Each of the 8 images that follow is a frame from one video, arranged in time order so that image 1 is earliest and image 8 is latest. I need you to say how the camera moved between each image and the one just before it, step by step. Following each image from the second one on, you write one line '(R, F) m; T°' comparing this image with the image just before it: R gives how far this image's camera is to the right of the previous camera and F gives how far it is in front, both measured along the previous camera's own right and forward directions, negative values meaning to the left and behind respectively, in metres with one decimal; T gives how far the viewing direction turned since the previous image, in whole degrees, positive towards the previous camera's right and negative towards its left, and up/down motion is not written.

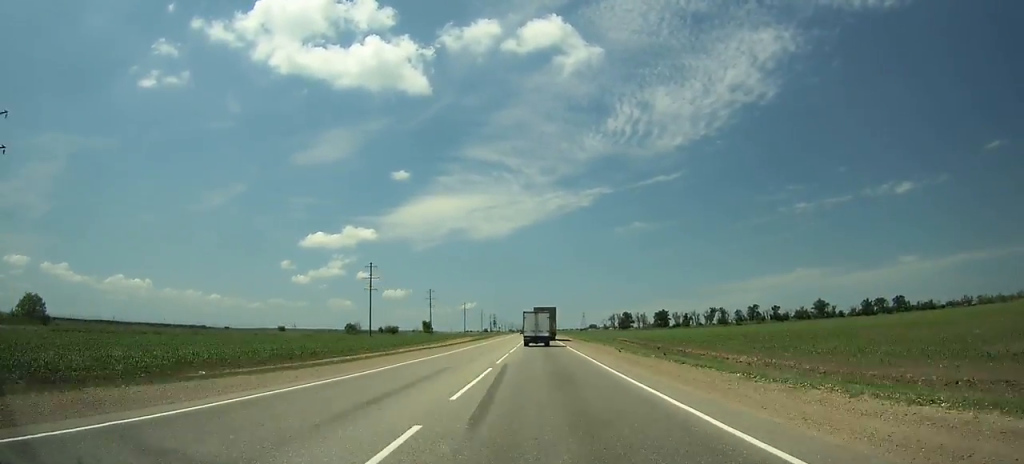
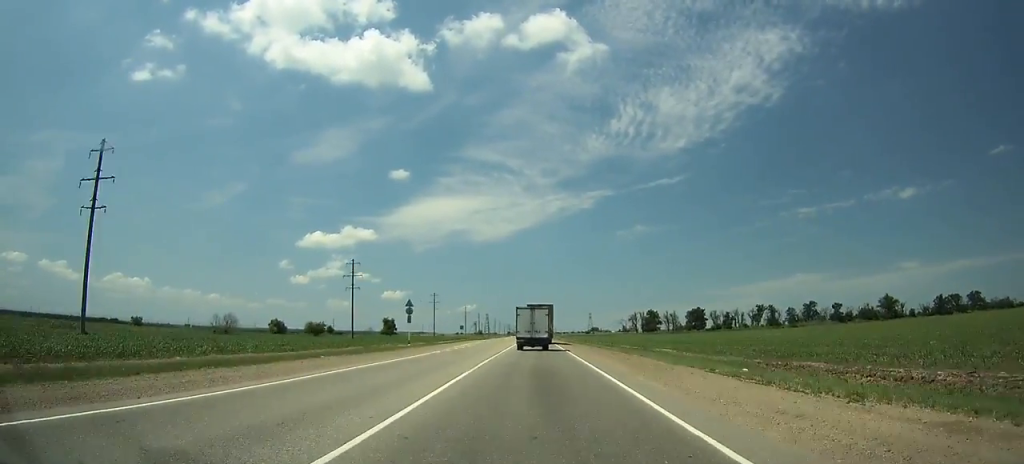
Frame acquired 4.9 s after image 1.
(+0.4, +104.2) m; 0°
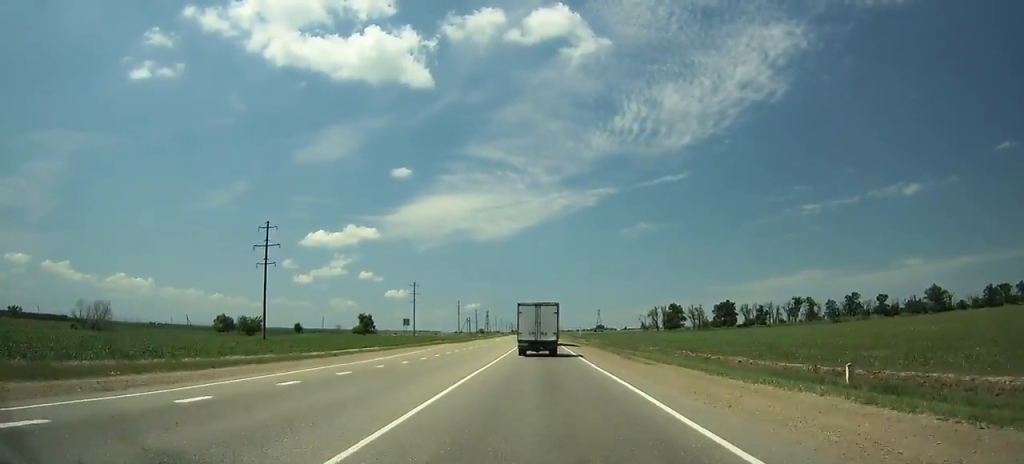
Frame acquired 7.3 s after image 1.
(0.0, +50.5) m; 0°
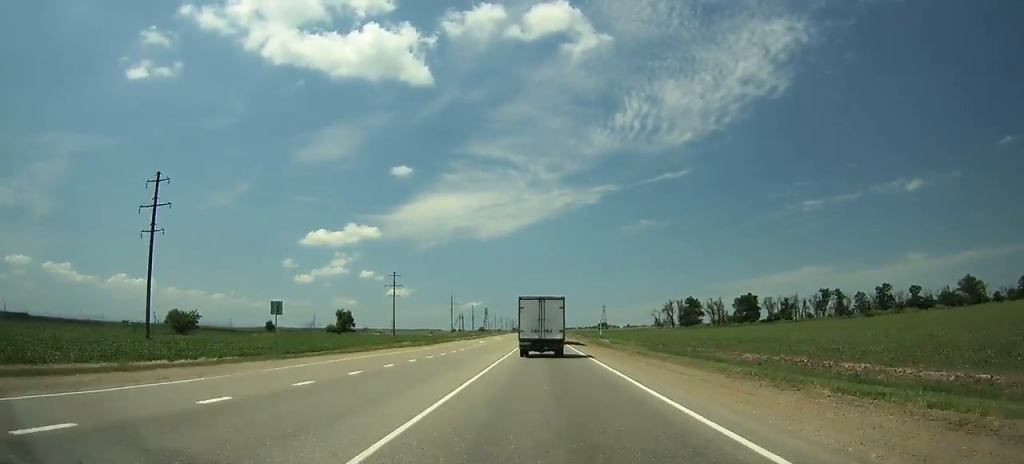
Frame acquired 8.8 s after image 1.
(-0.1, +30.6) m; 0°
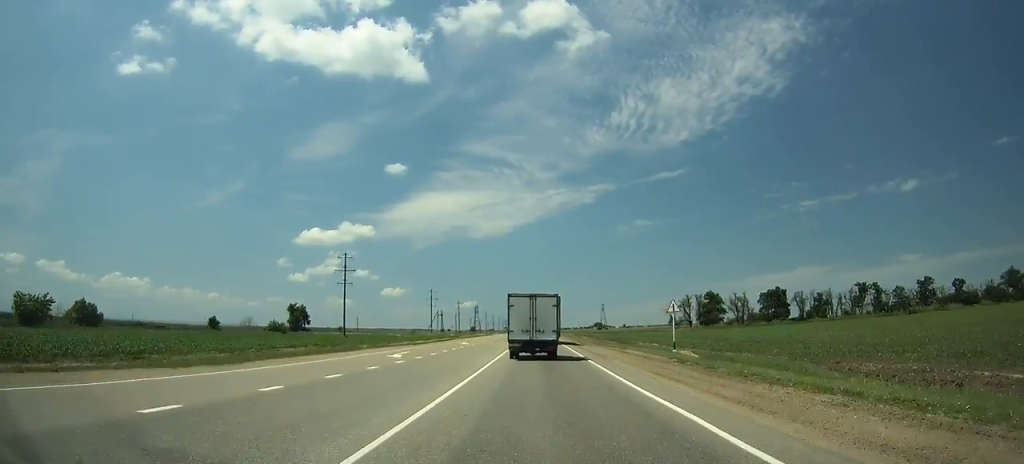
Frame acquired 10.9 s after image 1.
(+0.1, +40.6) m; 0°
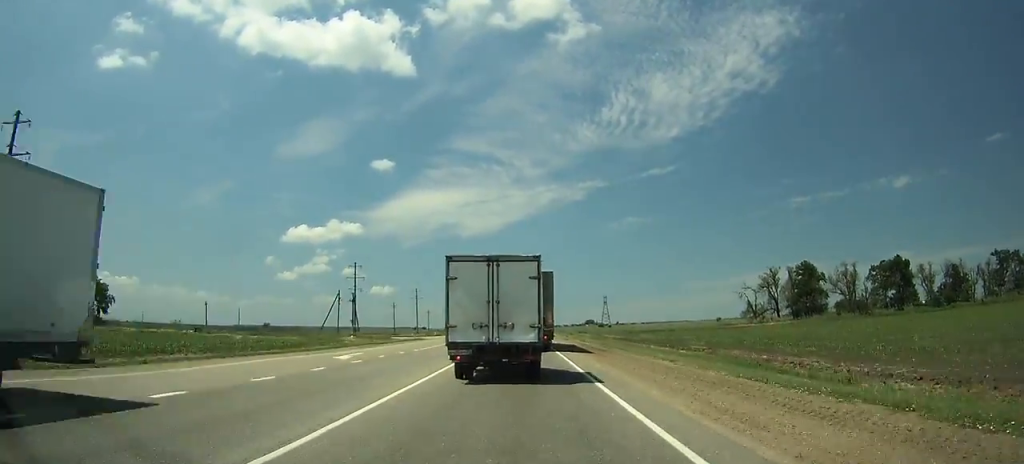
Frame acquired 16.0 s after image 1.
(+0.6, +82.6) m; 0°
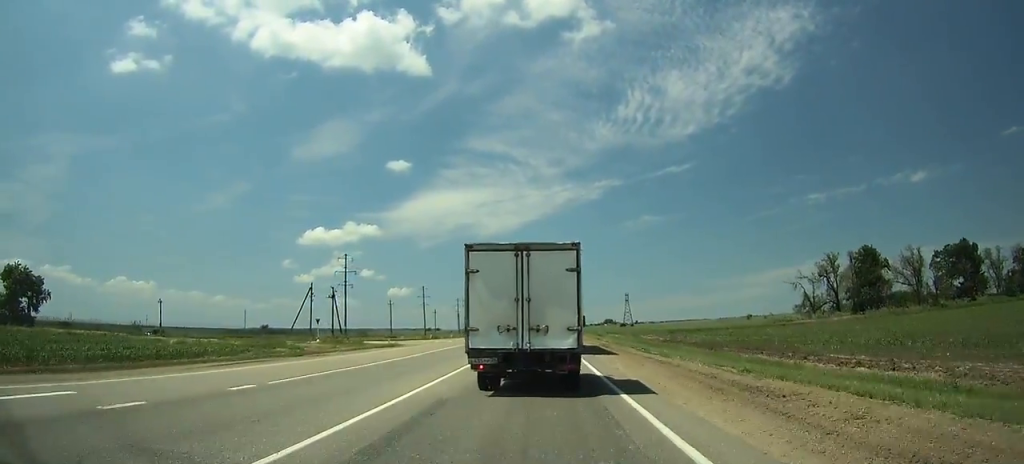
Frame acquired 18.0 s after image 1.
(-0.2, +22.2) m; -1°
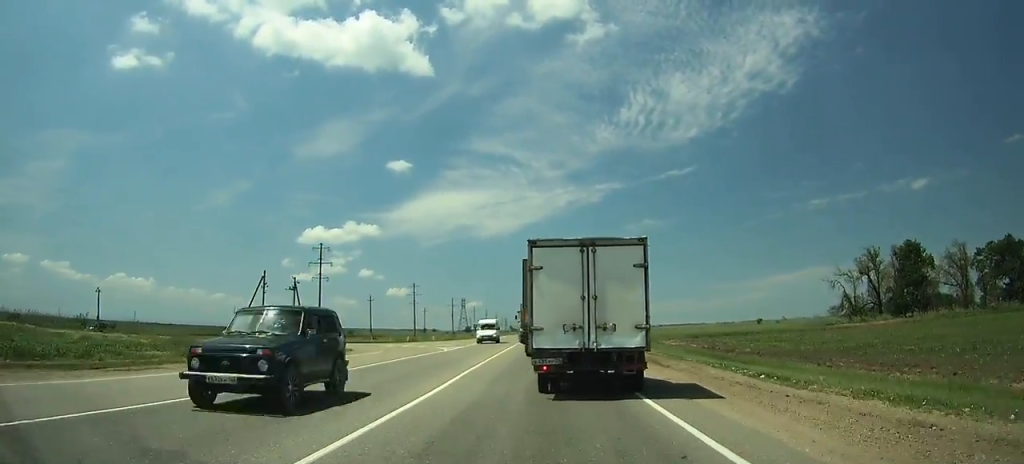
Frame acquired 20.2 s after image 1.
(-0.1, +18.7) m; 0°
